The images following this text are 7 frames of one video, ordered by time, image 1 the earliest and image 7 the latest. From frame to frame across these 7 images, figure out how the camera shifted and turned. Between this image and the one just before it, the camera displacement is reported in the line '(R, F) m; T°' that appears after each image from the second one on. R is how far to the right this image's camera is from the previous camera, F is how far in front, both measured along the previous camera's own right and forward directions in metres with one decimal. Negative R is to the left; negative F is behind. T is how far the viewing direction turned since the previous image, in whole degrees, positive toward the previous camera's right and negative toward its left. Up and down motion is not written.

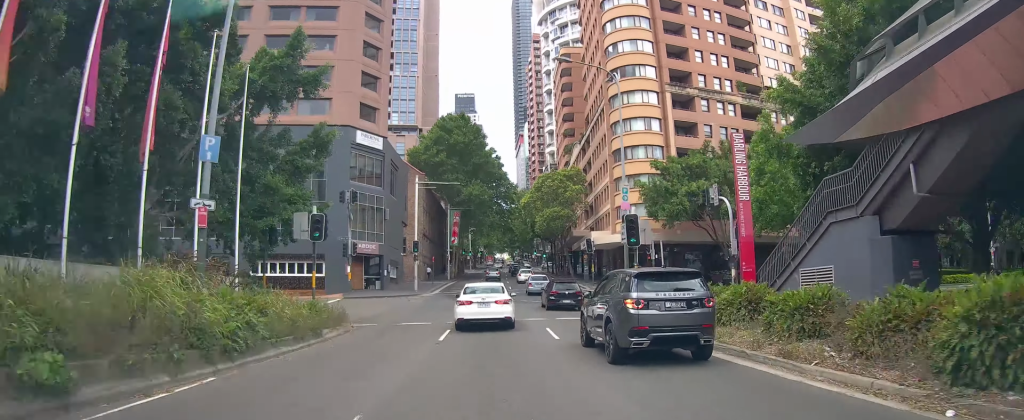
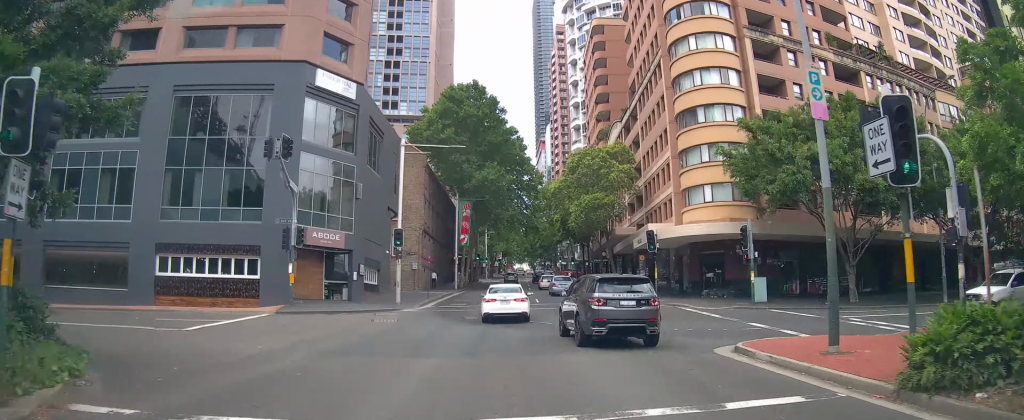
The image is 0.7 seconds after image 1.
(-0.6, +17.0) m; -3°
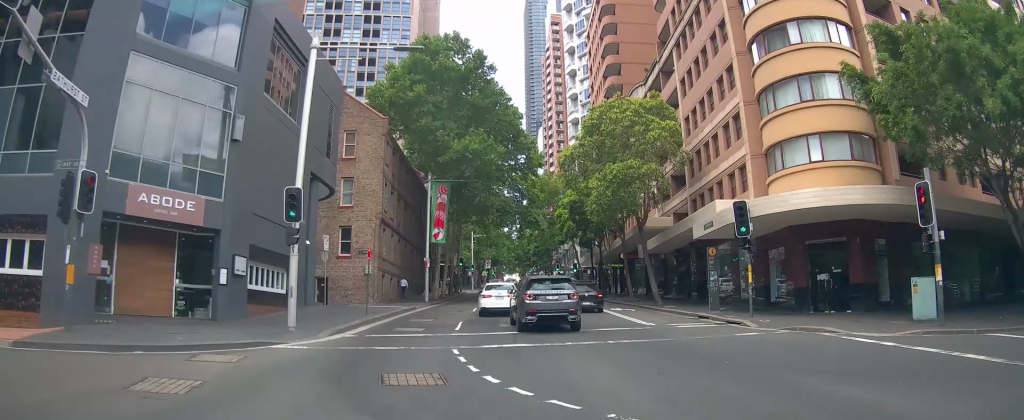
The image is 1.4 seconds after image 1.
(+0.6, +16.6) m; -2°
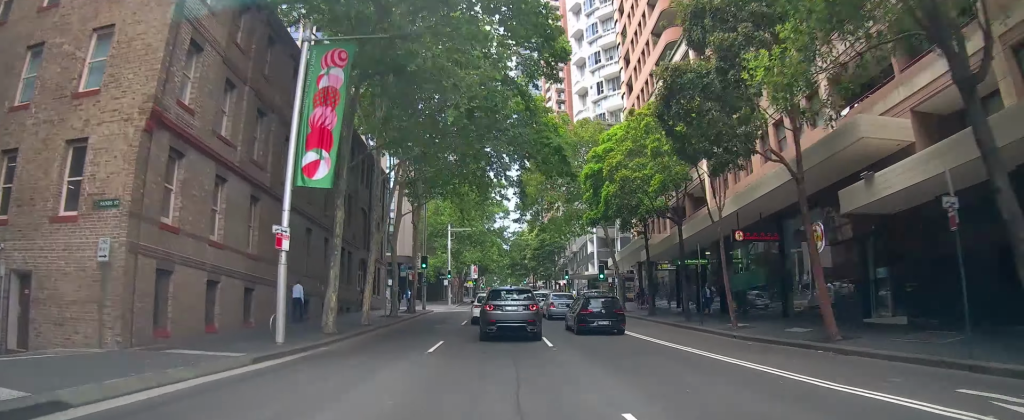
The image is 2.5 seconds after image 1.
(-2.4, +29.8) m; -8°
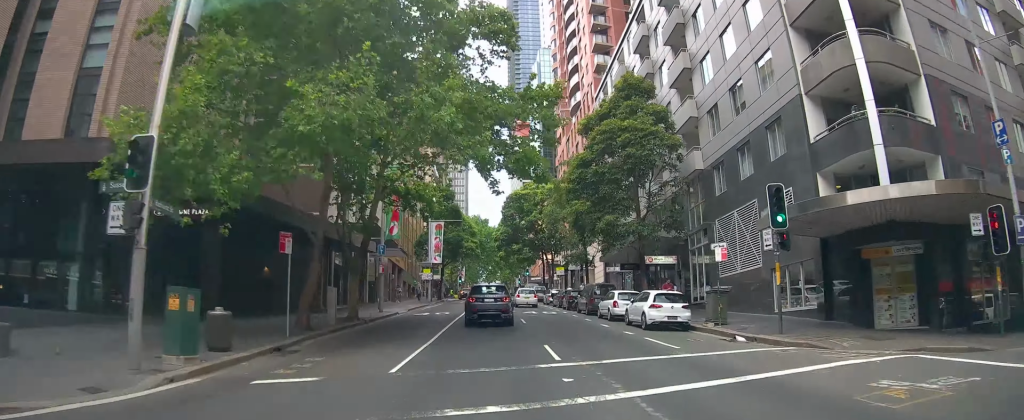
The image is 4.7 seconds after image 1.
(-2.8, +63.6) m; -1°
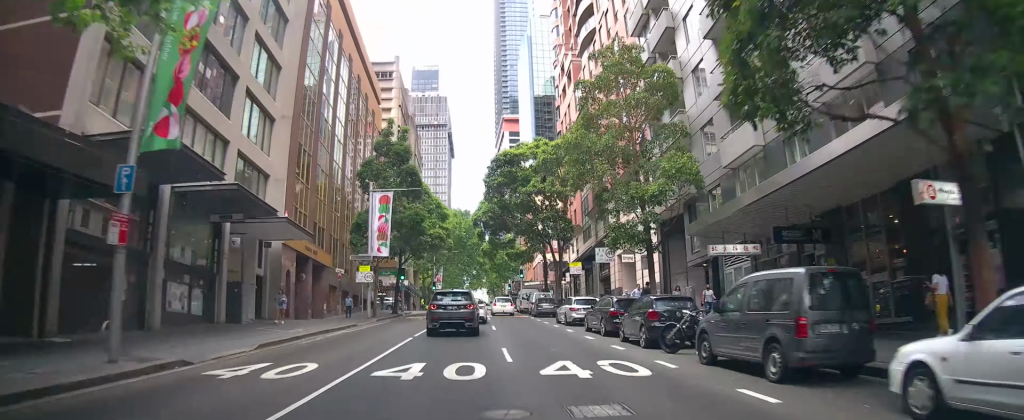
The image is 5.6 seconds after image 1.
(+0.4, +22.9) m; +1°
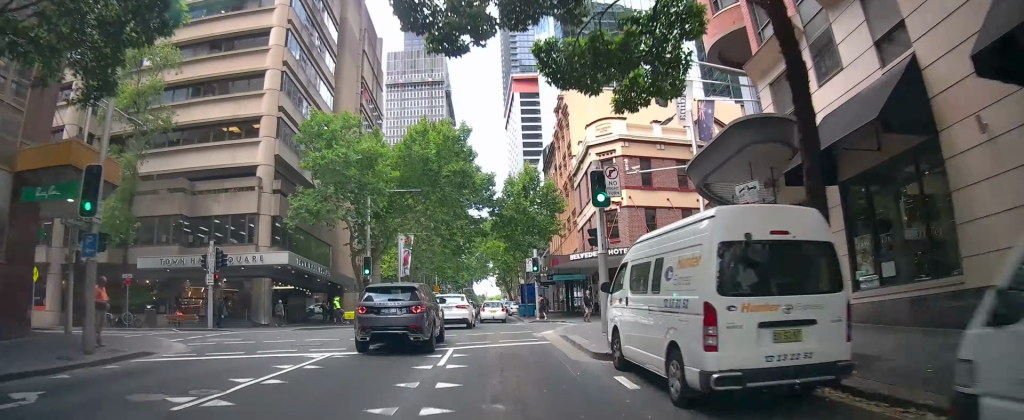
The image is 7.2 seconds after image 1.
(+0.1, +42.2) m; +3°
